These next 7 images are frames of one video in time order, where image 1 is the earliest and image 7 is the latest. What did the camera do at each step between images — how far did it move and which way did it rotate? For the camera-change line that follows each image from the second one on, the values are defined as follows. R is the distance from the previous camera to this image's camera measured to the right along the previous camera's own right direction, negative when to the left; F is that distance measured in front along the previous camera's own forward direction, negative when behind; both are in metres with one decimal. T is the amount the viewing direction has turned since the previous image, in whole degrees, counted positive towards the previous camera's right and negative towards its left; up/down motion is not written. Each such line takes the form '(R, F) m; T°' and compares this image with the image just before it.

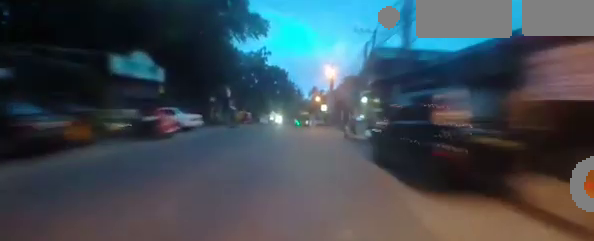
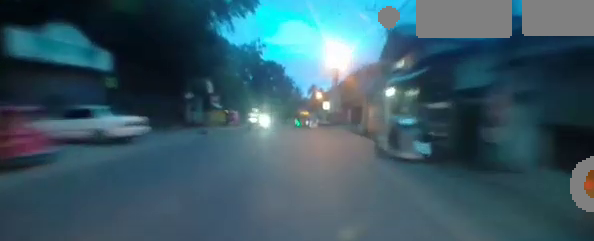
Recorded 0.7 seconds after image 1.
(+0.3, +7.8) m; +2°
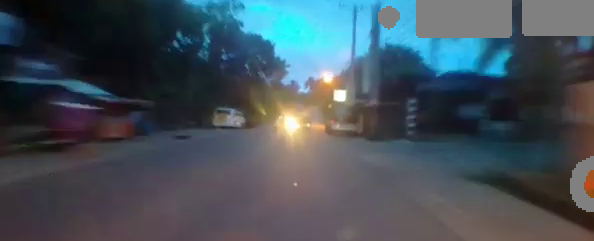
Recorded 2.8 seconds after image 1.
(-0.1, +22.3) m; -2°
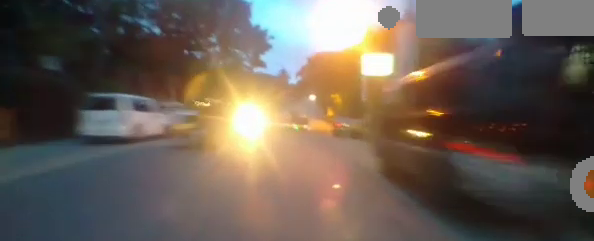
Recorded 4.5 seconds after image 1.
(+0.4, +18.9) m; +3°
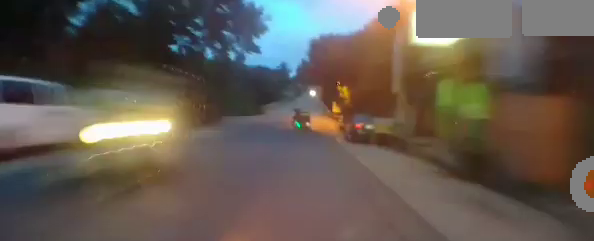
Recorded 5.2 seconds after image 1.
(+0.1, +7.8) m; 0°
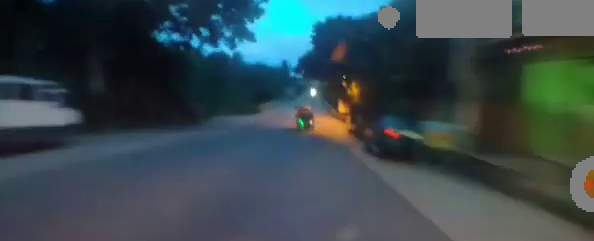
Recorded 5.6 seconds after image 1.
(-0.1, +5.1) m; -1°
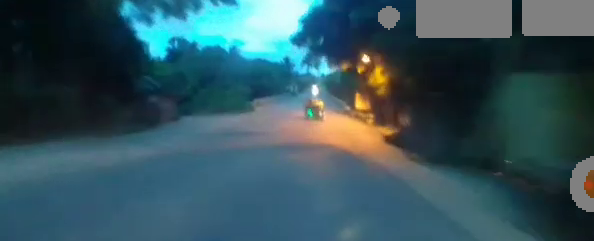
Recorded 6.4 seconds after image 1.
(-0.1, +9.5) m; +1°
